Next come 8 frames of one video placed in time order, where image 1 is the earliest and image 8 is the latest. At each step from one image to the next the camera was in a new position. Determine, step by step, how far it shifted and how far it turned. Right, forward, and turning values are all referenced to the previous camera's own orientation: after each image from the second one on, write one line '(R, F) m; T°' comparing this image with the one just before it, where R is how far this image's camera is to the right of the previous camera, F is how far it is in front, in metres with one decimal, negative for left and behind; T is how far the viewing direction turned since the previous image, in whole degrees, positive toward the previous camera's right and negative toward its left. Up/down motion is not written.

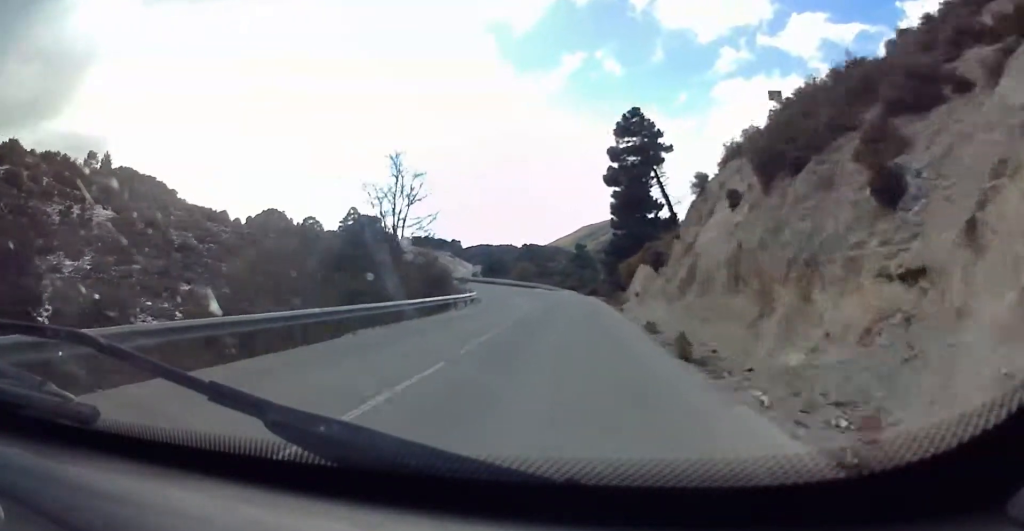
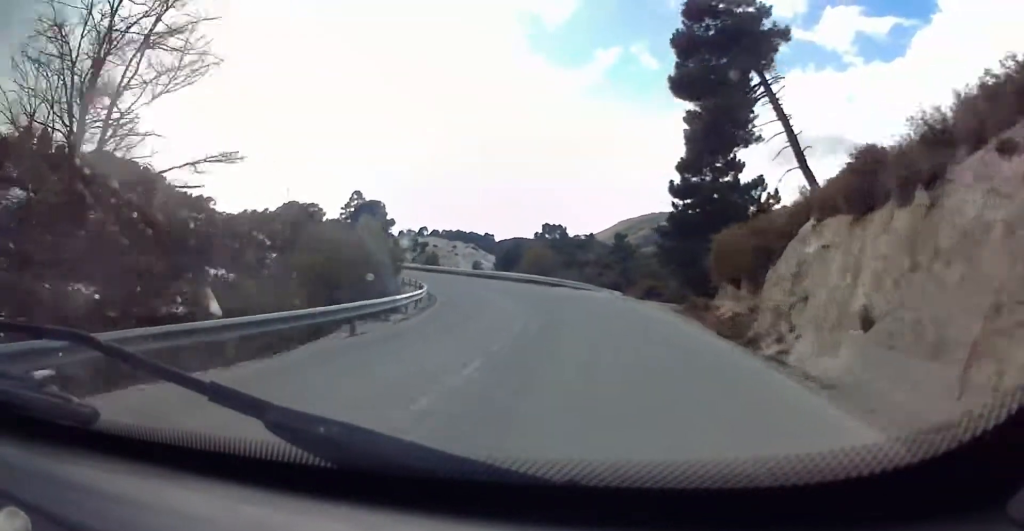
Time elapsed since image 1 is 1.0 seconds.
(-0.5, +26.3) m; -1°
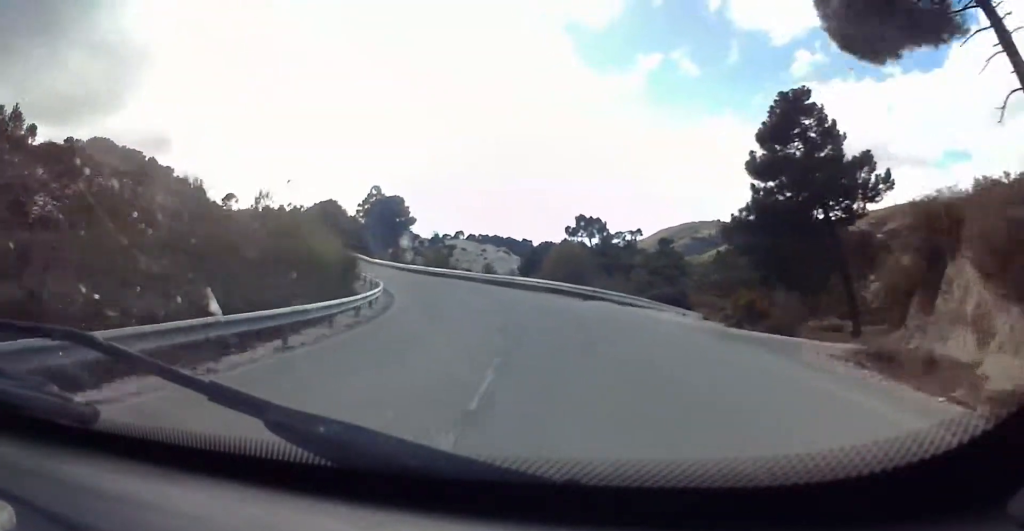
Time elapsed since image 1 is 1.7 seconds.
(0.0, +16.1) m; 0°
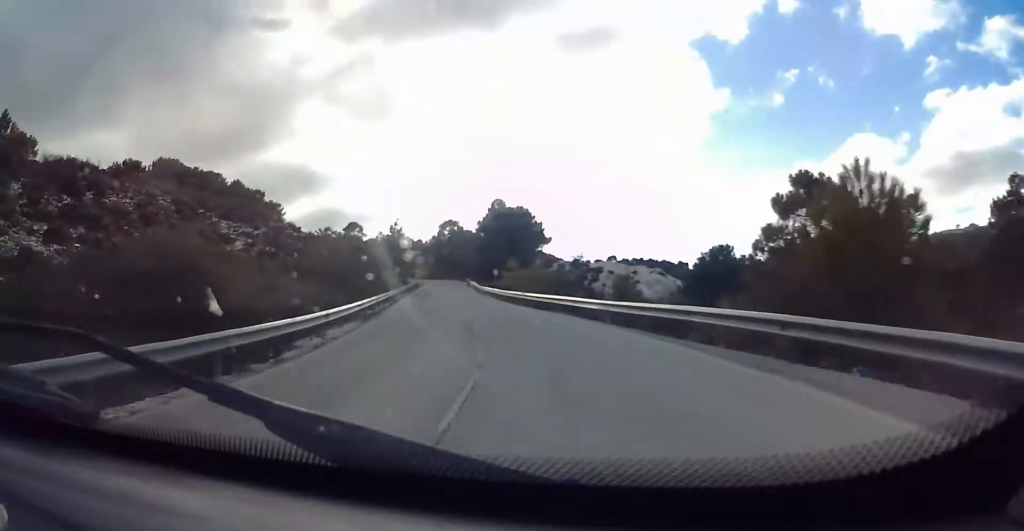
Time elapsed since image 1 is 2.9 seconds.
(0.0, +27.2) m; -6°
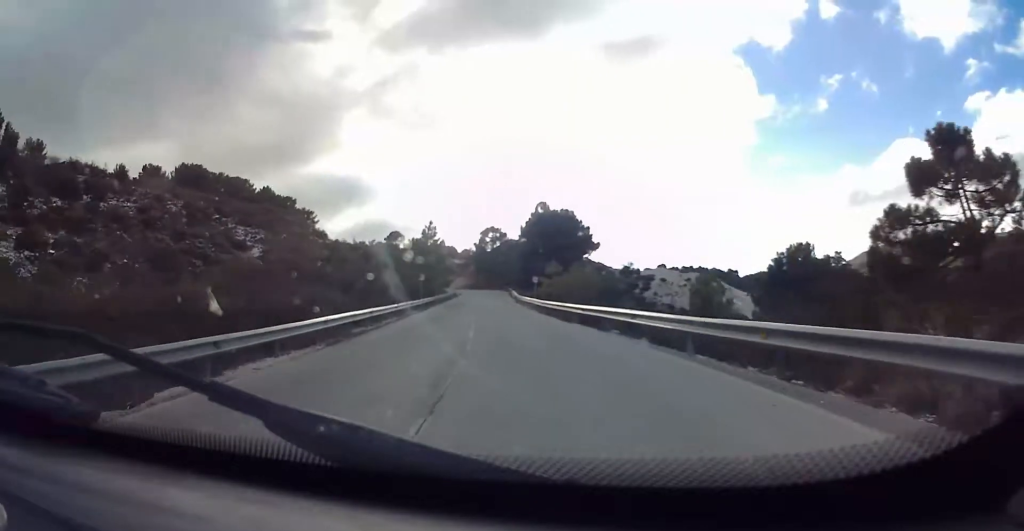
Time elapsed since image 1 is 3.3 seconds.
(+0.9, +8.2) m; -5°
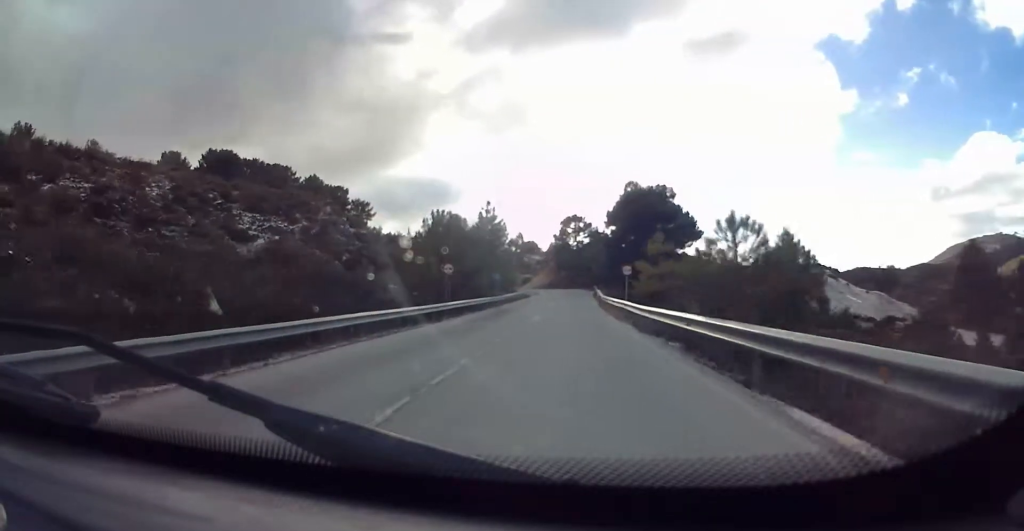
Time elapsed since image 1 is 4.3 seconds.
(-3.7, +18.9) m; -13°
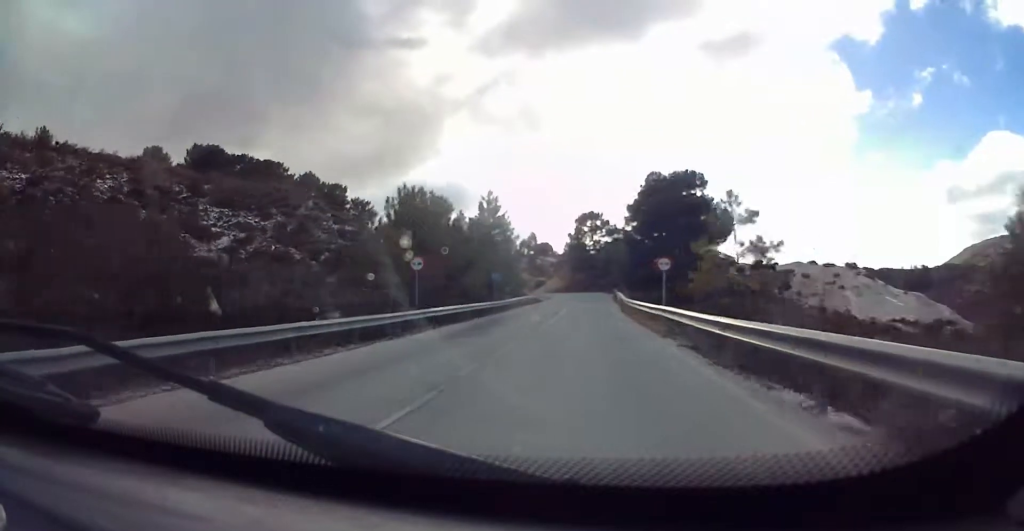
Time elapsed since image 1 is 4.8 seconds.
(-0.3, +9.4) m; -2°
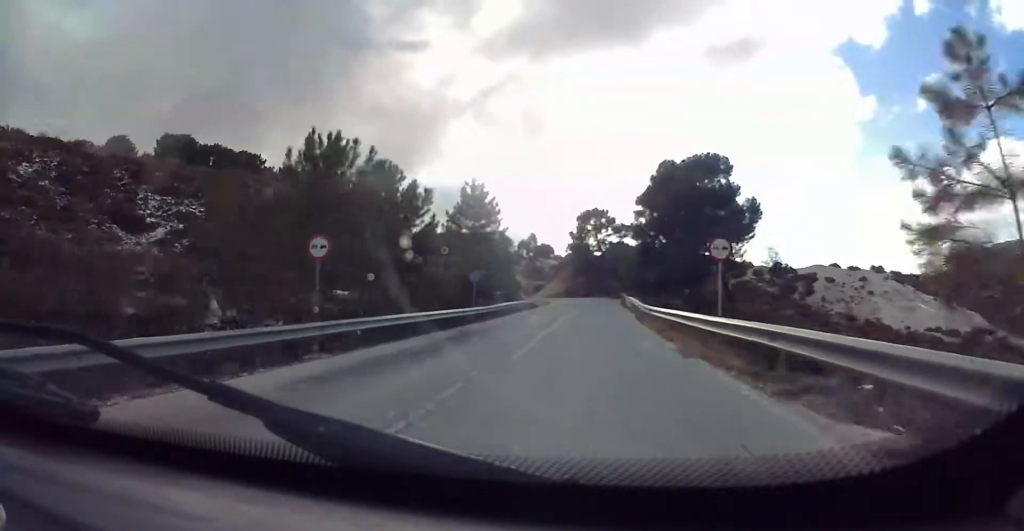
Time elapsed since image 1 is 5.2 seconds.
(-0.1, +9.5) m; 0°
